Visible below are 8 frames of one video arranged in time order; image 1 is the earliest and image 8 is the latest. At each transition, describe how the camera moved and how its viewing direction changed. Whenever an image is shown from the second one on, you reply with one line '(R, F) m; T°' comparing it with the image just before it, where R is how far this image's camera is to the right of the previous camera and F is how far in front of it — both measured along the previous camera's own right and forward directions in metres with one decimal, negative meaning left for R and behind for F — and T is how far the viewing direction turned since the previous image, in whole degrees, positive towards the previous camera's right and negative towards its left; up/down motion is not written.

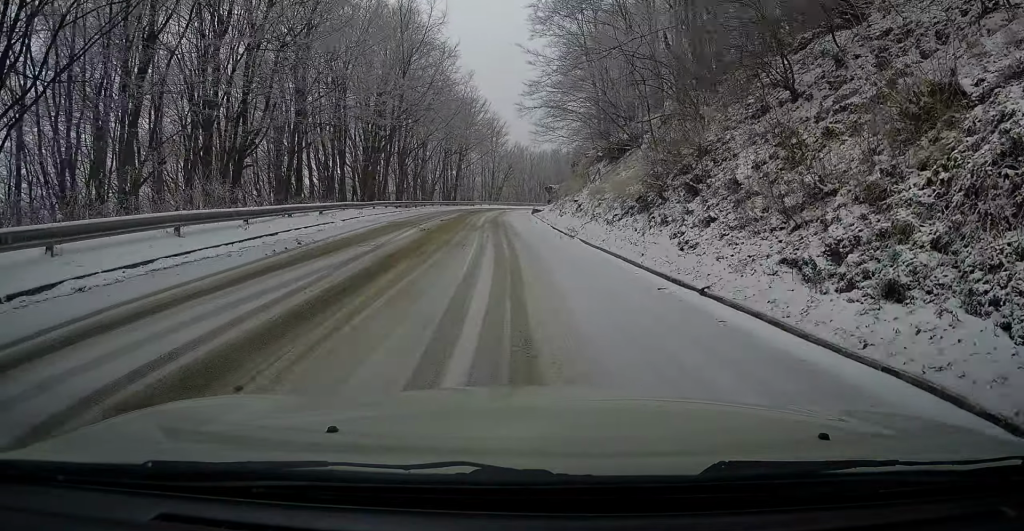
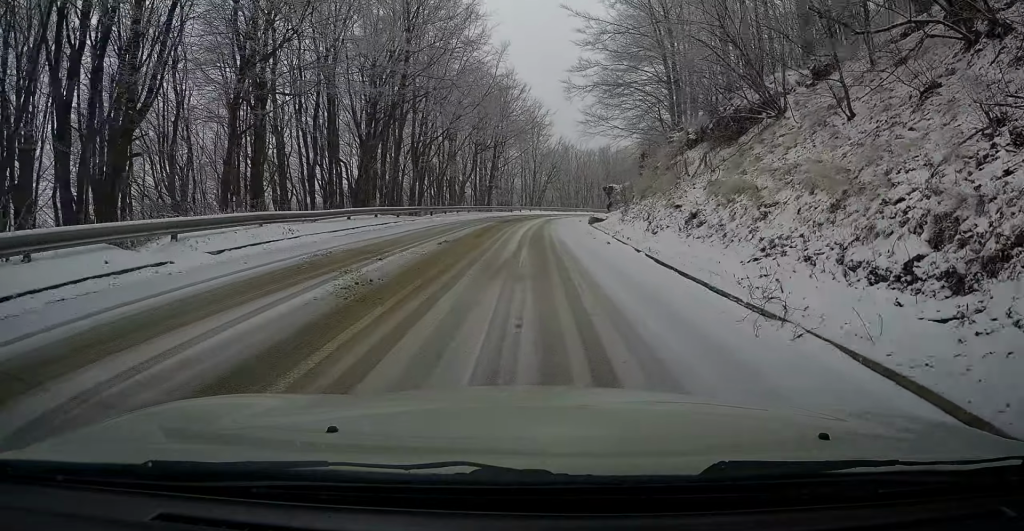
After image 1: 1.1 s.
(-0.5, +13.3) m; -4°
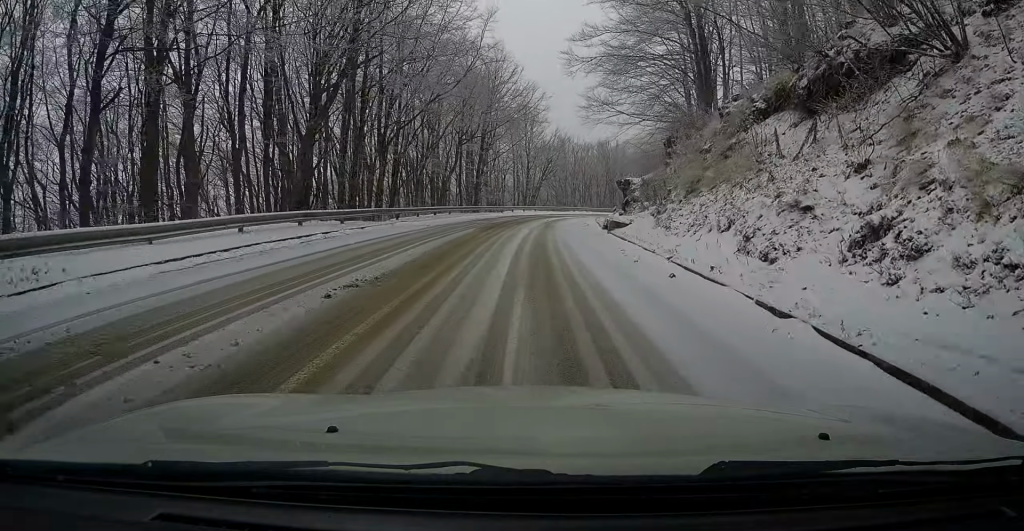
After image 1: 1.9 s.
(-0.3, +8.6) m; -1°
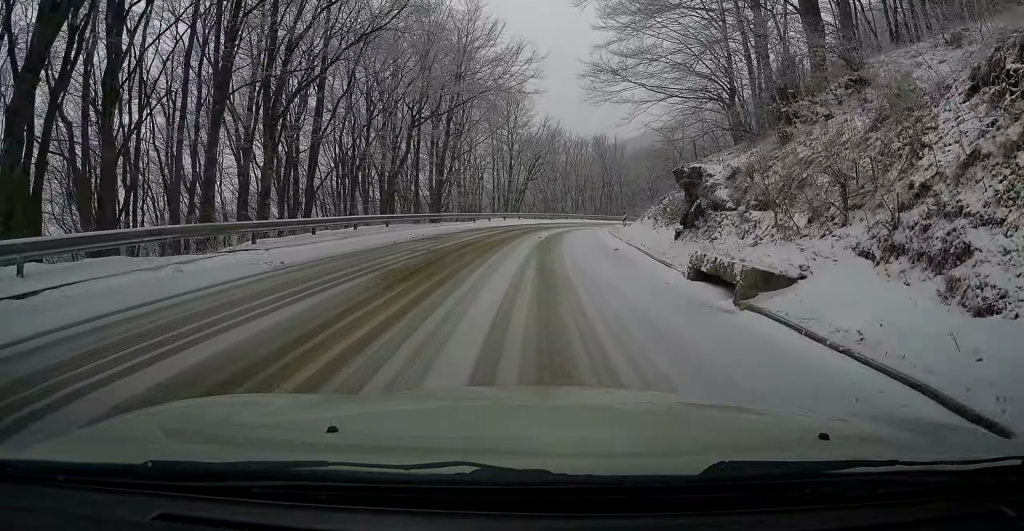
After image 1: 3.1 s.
(+0.1, +15.3) m; 0°
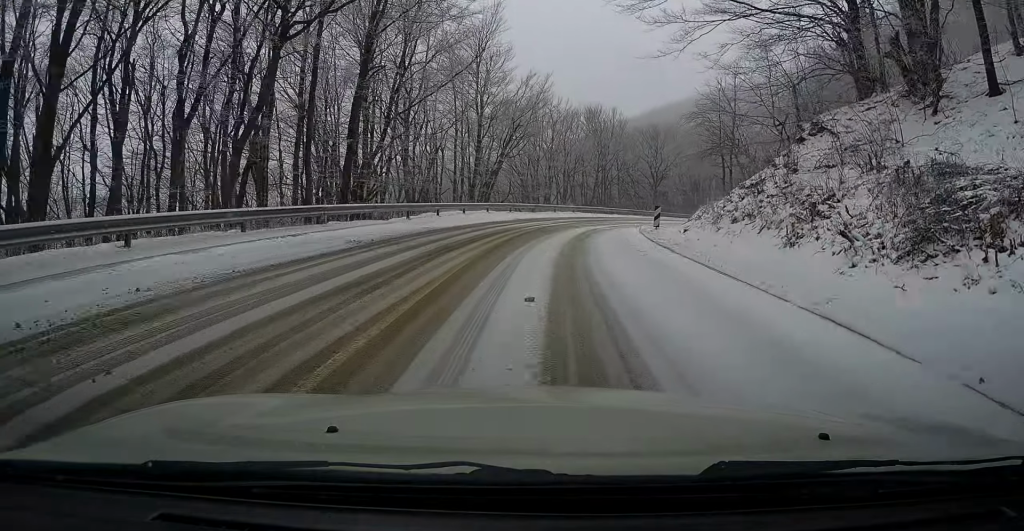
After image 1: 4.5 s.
(-0.1, +17.6) m; +1°
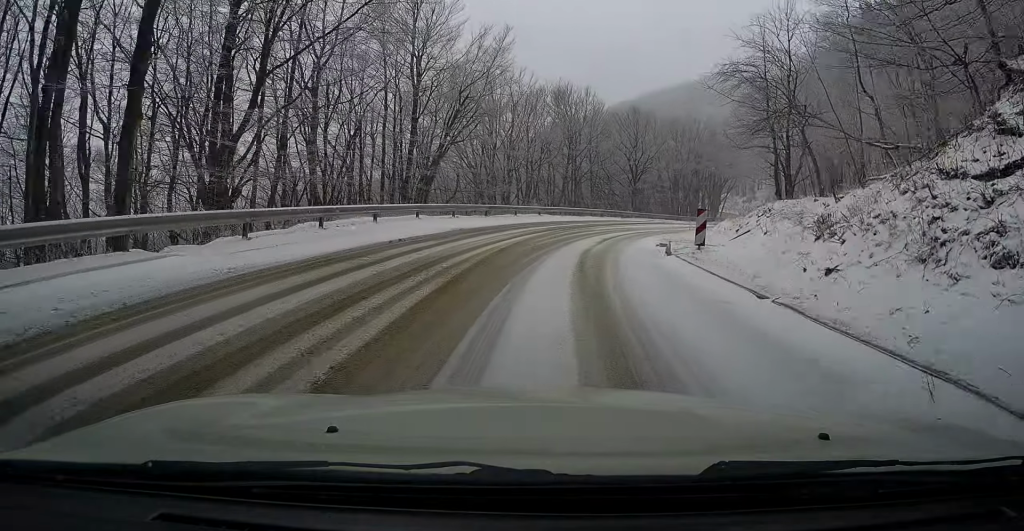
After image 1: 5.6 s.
(+0.1, +12.1) m; 0°
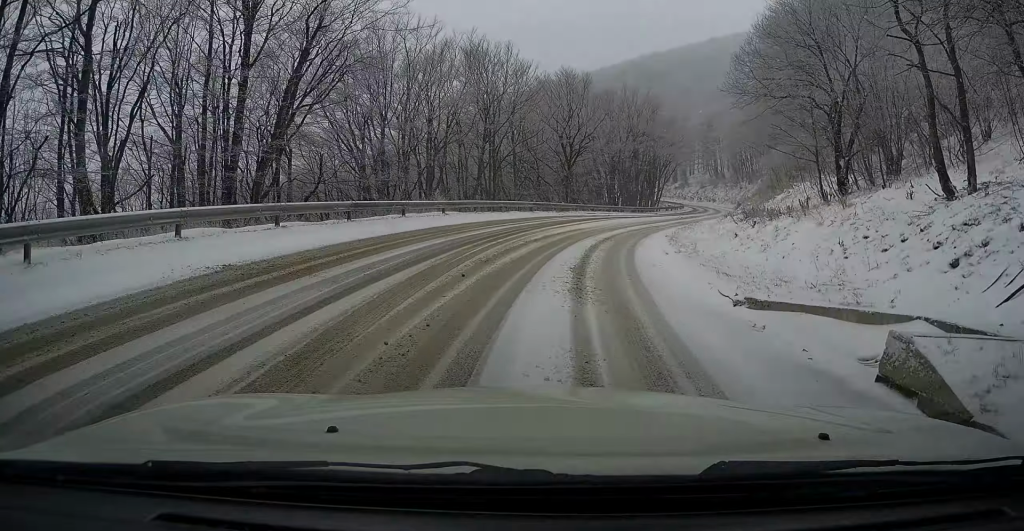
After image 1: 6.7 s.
(-0.2, +12.8) m; +4°
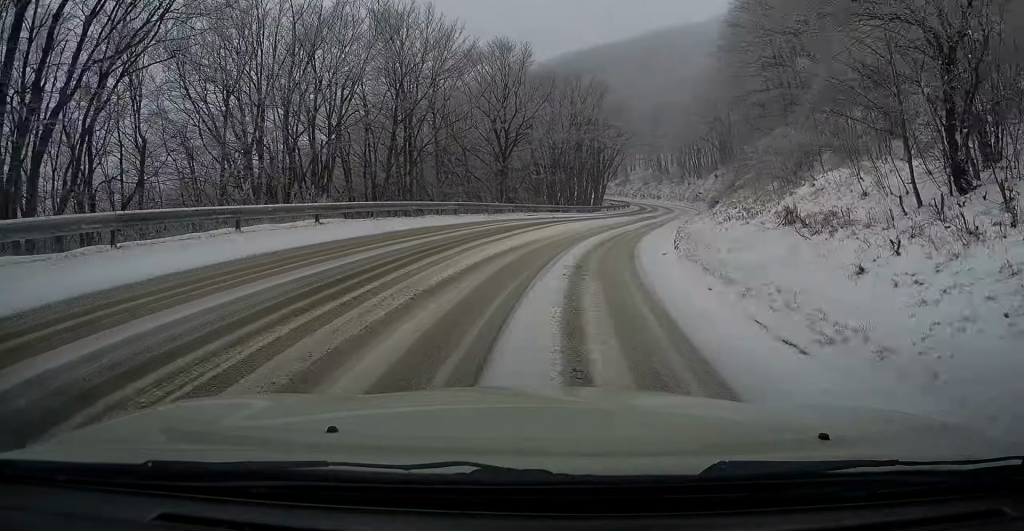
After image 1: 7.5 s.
(+0.7, +8.6) m; +6°
